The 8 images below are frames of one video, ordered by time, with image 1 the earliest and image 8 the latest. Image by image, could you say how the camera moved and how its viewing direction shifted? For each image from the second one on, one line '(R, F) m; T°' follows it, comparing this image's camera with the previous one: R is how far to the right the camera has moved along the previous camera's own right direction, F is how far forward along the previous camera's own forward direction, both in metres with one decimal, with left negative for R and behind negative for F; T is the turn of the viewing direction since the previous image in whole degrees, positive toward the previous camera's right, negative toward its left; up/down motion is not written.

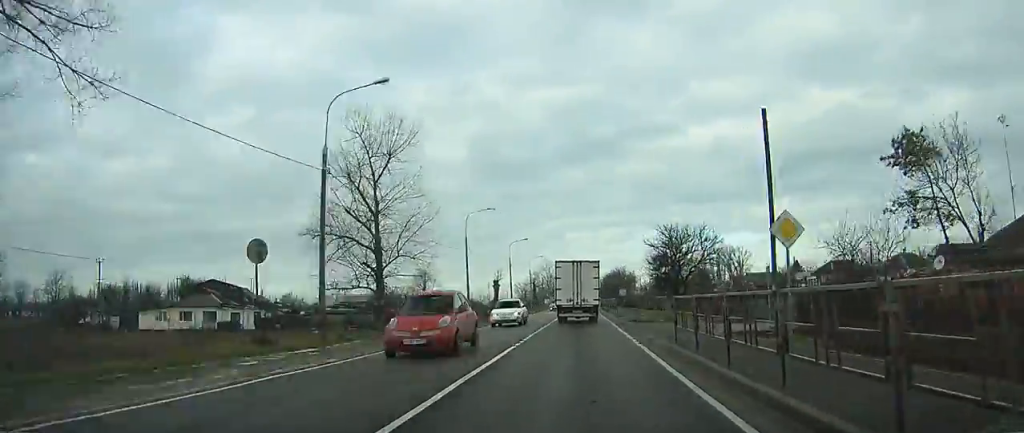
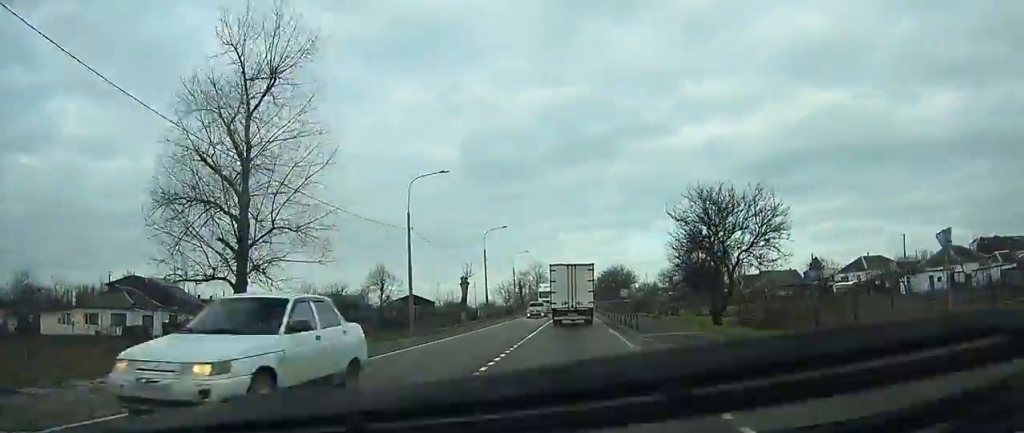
(0.0, +16.2) m; 0°
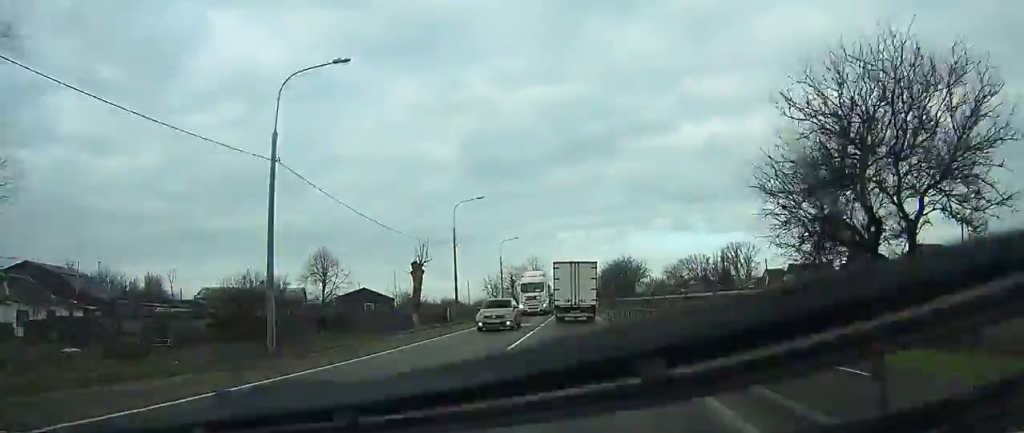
(+0.2, +17.4) m; 0°
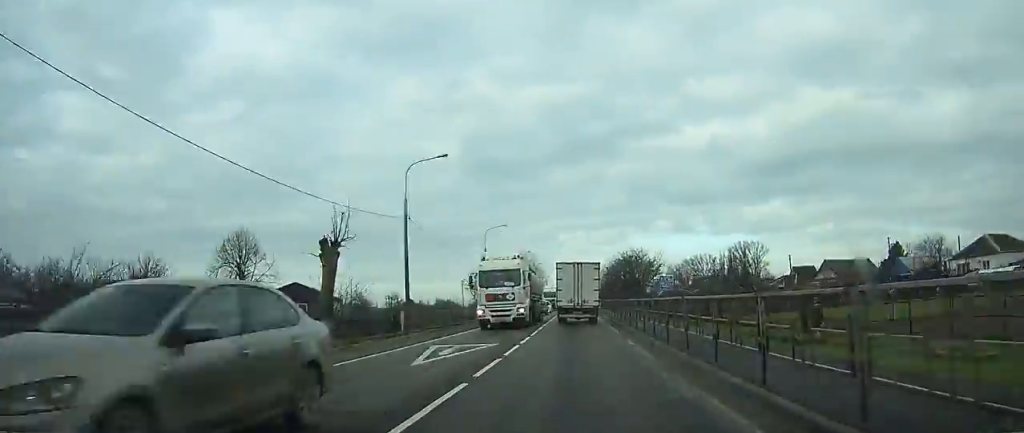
(+0.1, +14.9) m; 0°
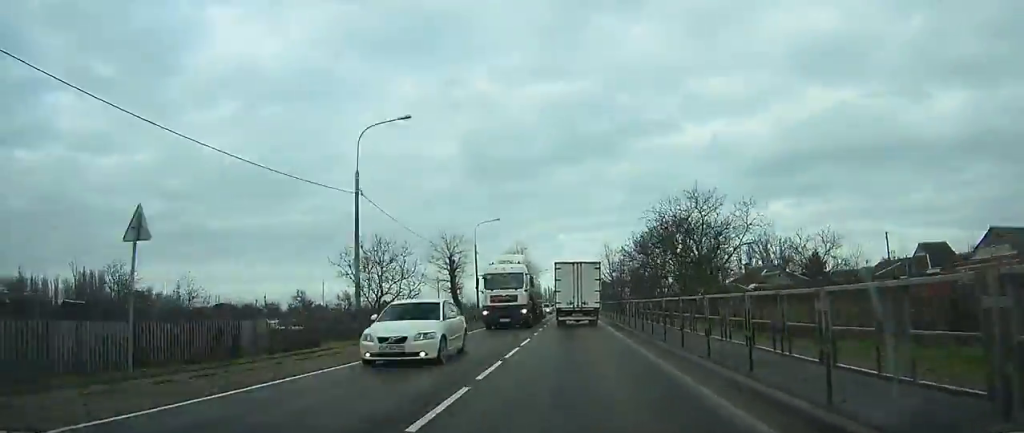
(-0.2, +39.9) m; 0°
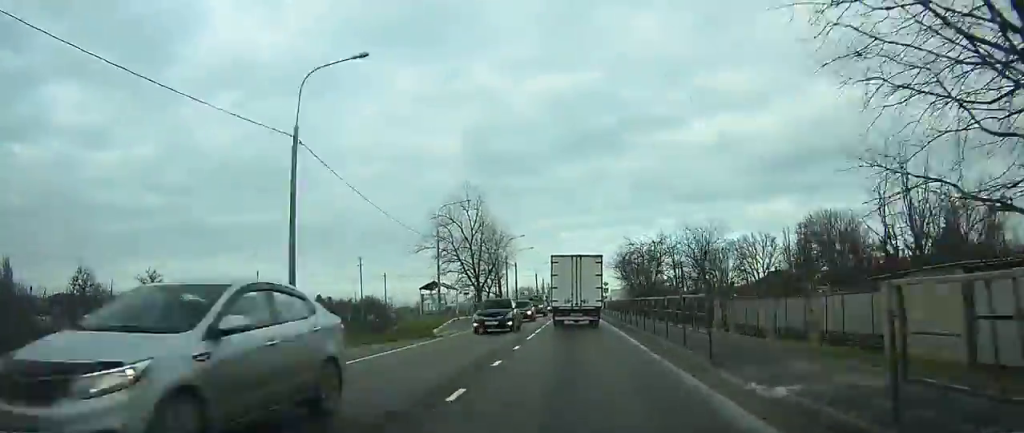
(+0.8, +71.9) m; +1°
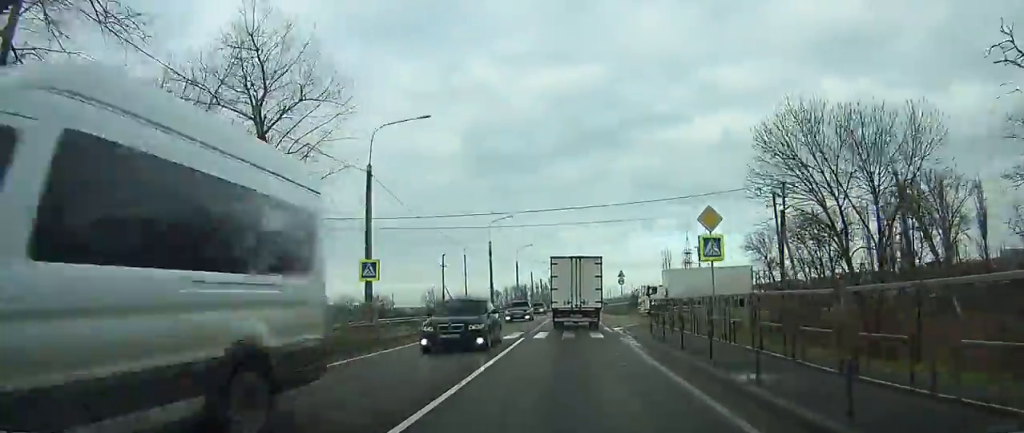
(0.0, +72.9) m; -1°
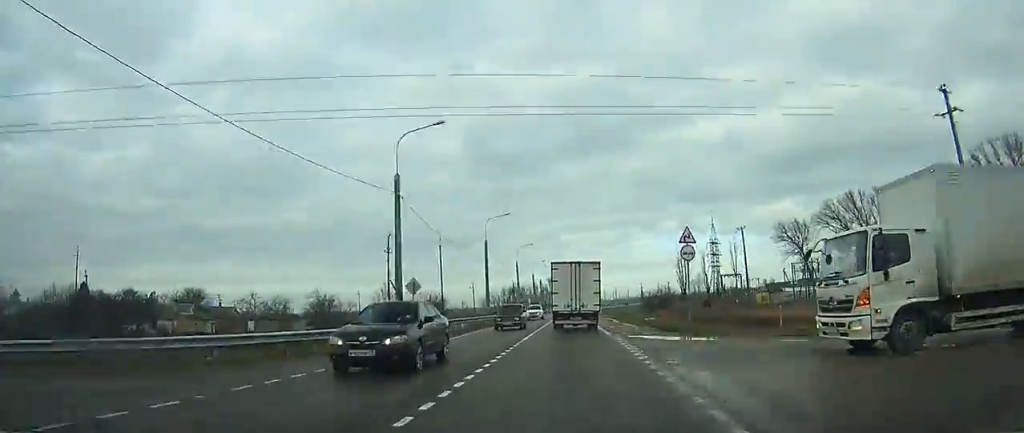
(-0.3, +35.0) m; 0°
